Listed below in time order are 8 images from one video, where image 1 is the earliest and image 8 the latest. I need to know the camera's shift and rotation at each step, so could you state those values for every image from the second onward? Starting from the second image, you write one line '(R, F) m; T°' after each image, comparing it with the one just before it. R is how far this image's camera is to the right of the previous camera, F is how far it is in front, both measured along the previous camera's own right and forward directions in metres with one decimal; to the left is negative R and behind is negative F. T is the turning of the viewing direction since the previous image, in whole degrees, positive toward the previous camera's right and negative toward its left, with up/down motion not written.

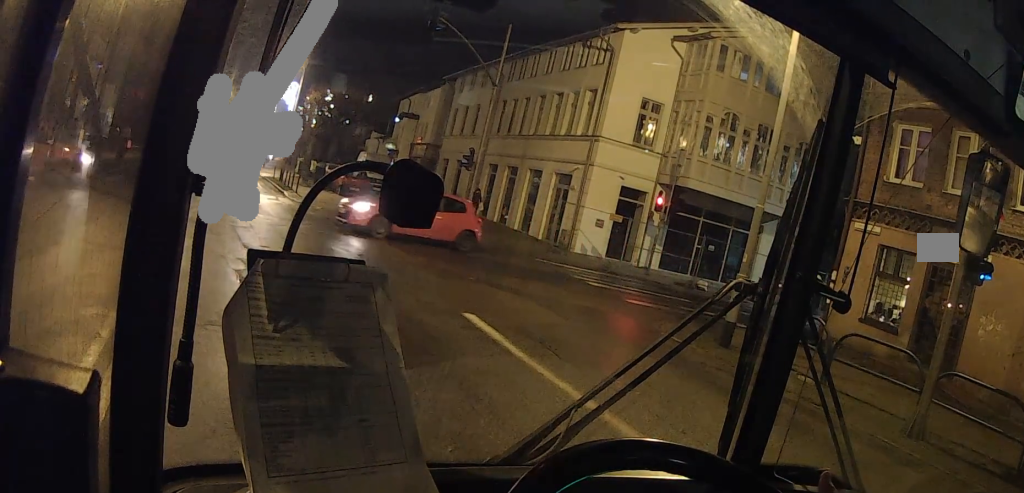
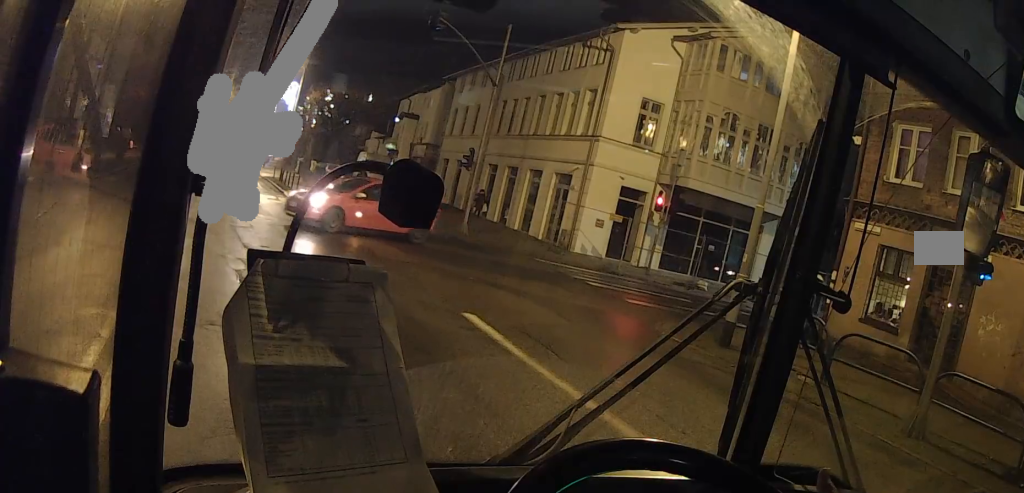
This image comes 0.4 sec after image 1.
(0.0, 0.0) m; 0°
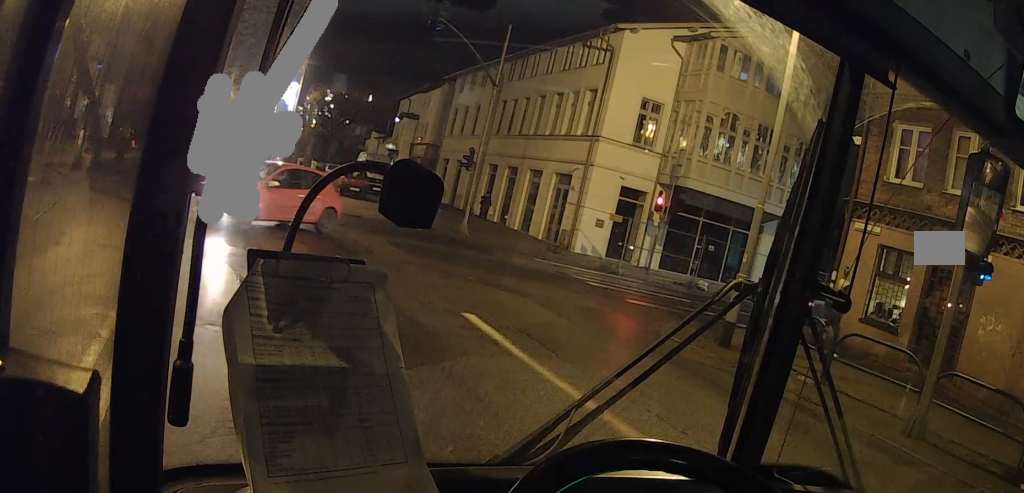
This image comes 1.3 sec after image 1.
(0.0, 0.0) m; 0°
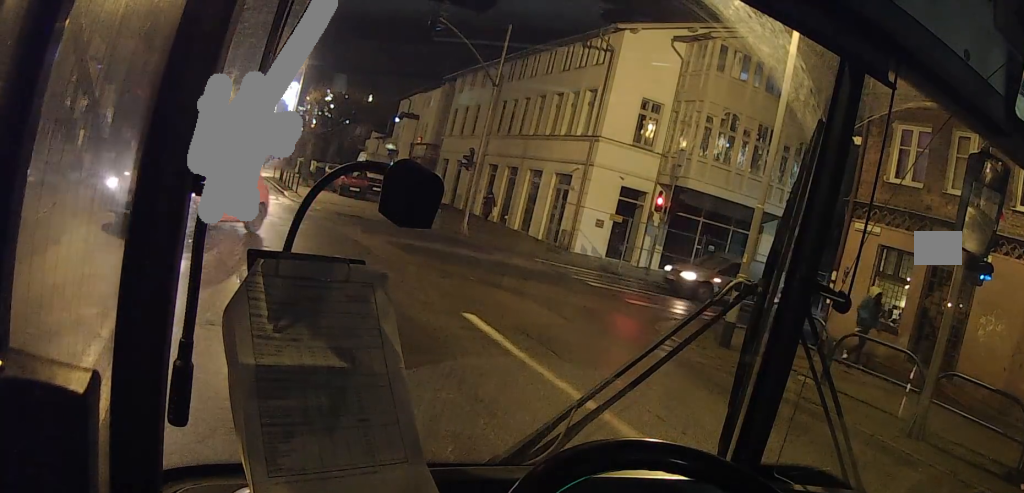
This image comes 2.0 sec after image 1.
(0.0, 0.0) m; 0°
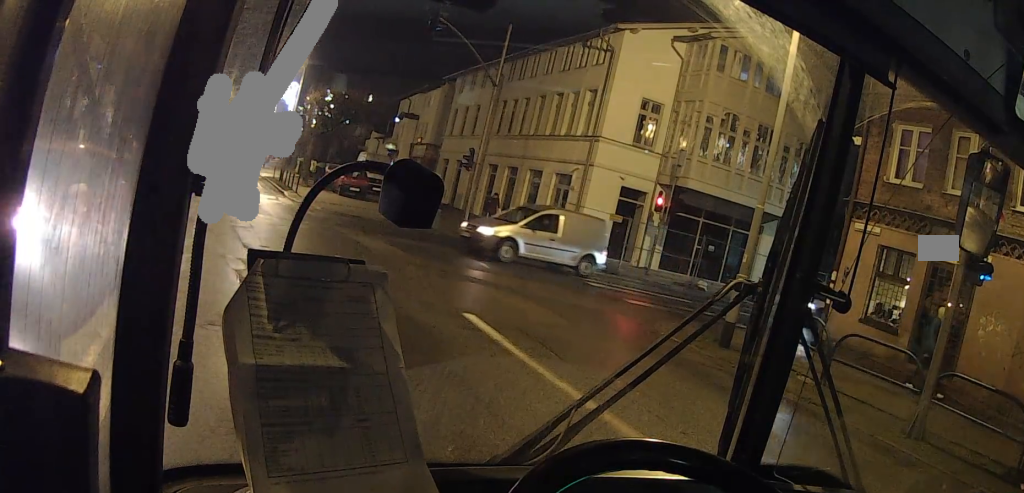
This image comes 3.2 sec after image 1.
(0.0, 0.0) m; 0°
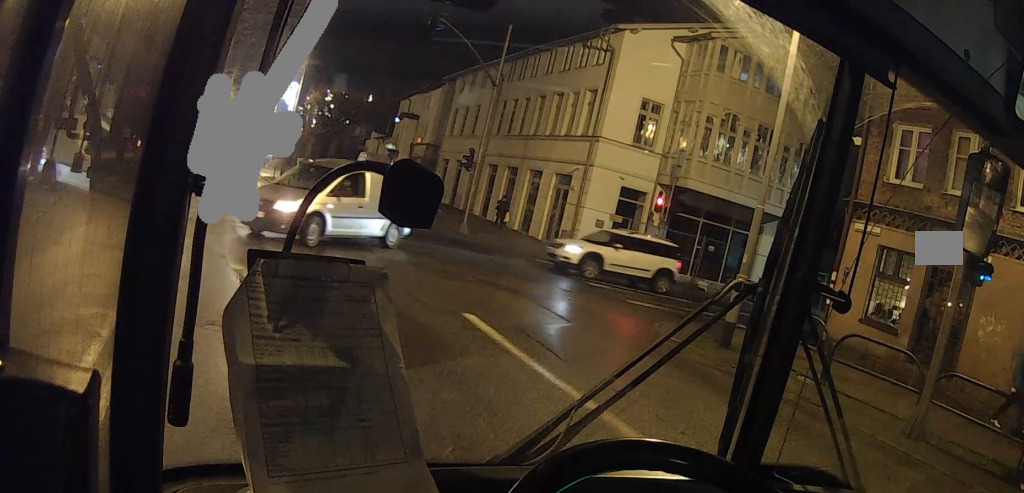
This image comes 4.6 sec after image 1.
(0.0, 0.0) m; 0°
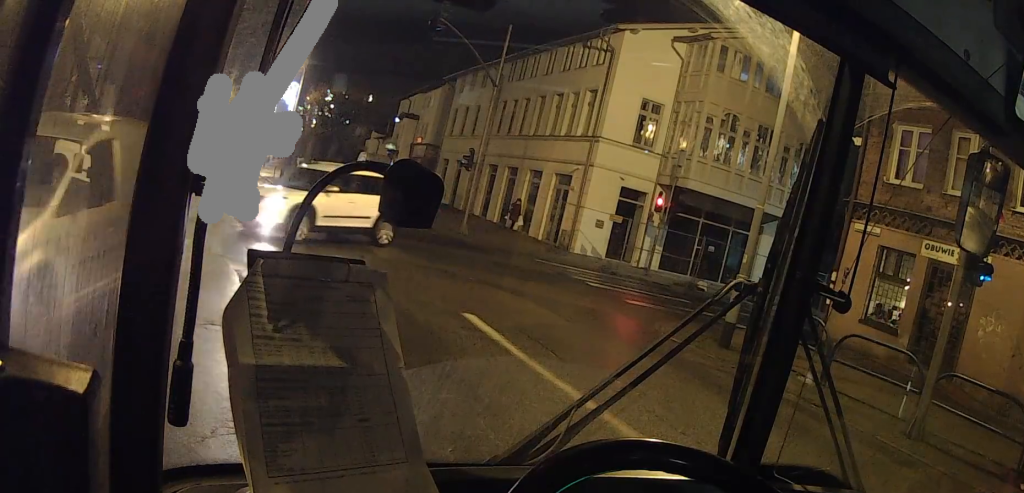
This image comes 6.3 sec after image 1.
(0.0, 0.0) m; 0°
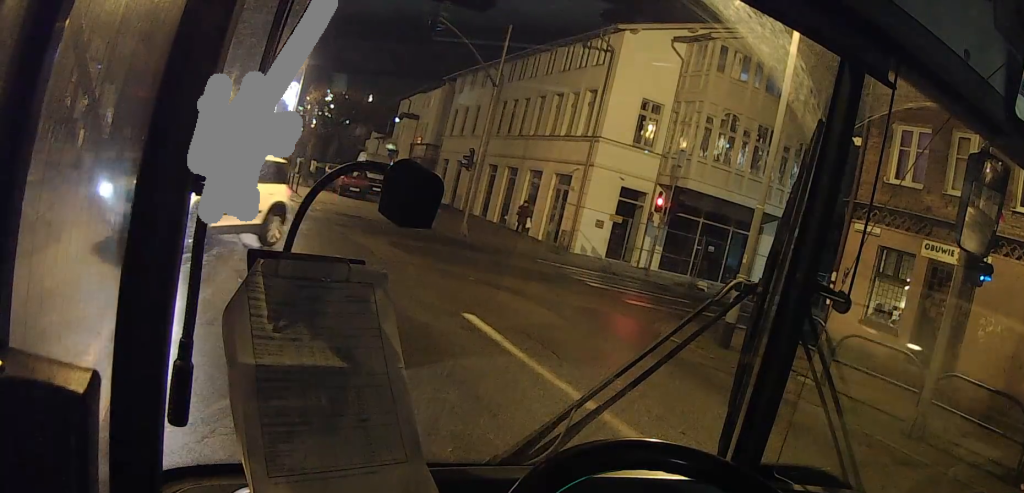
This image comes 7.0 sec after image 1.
(0.0, 0.0) m; 0°
